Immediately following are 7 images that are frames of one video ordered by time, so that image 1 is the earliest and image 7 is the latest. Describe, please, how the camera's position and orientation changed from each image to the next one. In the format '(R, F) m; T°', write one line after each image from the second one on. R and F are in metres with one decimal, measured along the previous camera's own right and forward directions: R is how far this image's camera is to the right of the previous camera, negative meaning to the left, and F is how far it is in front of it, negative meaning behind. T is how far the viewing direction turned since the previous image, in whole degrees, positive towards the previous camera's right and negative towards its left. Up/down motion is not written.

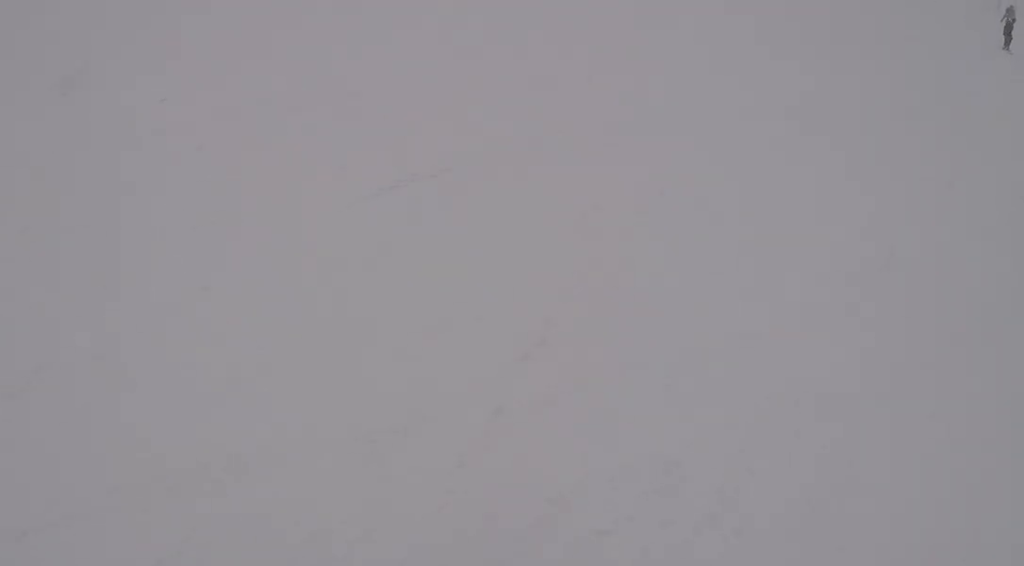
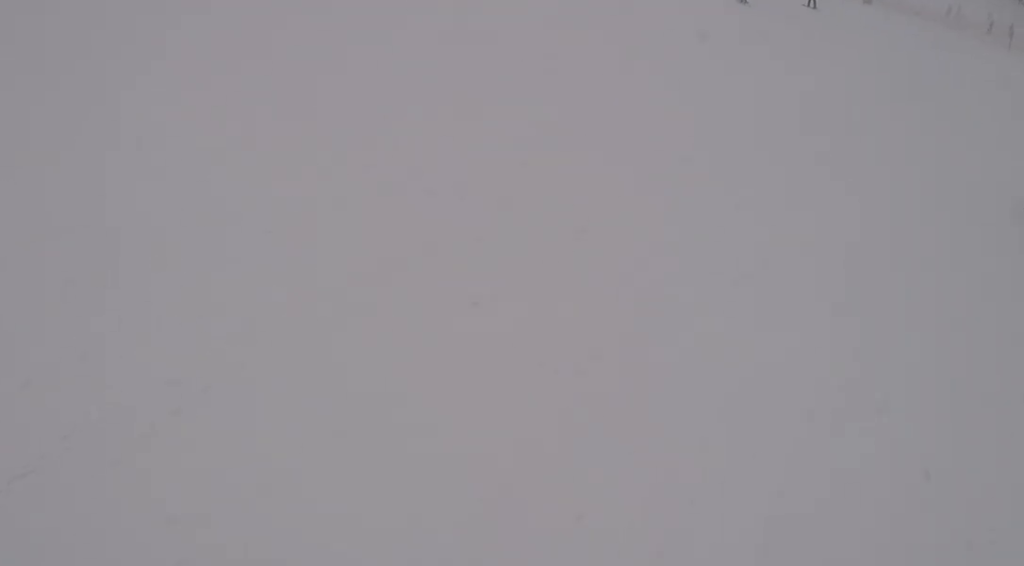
(+0.4, +3.4) m; +4°
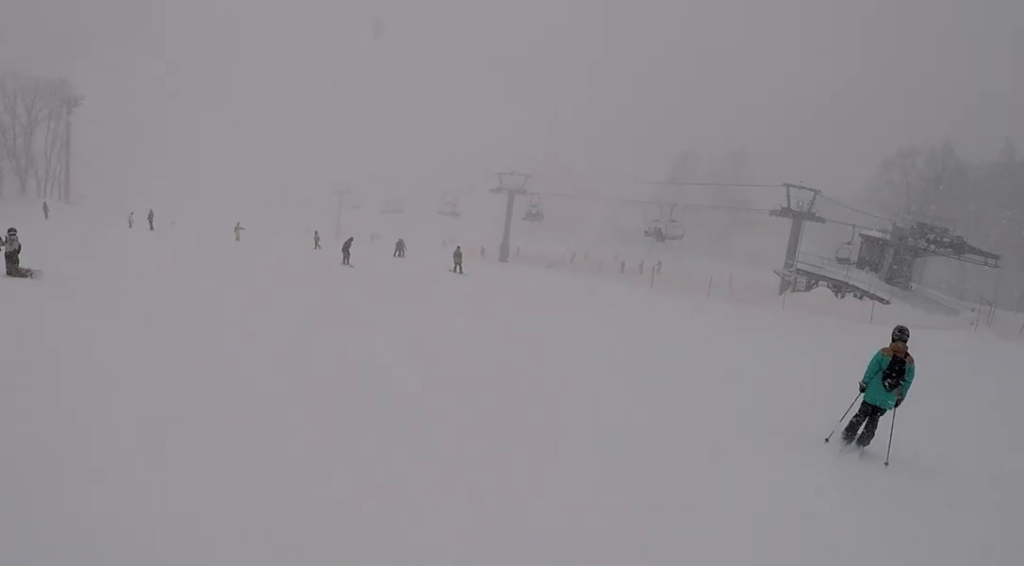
(+0.3, +5.6) m; +10°
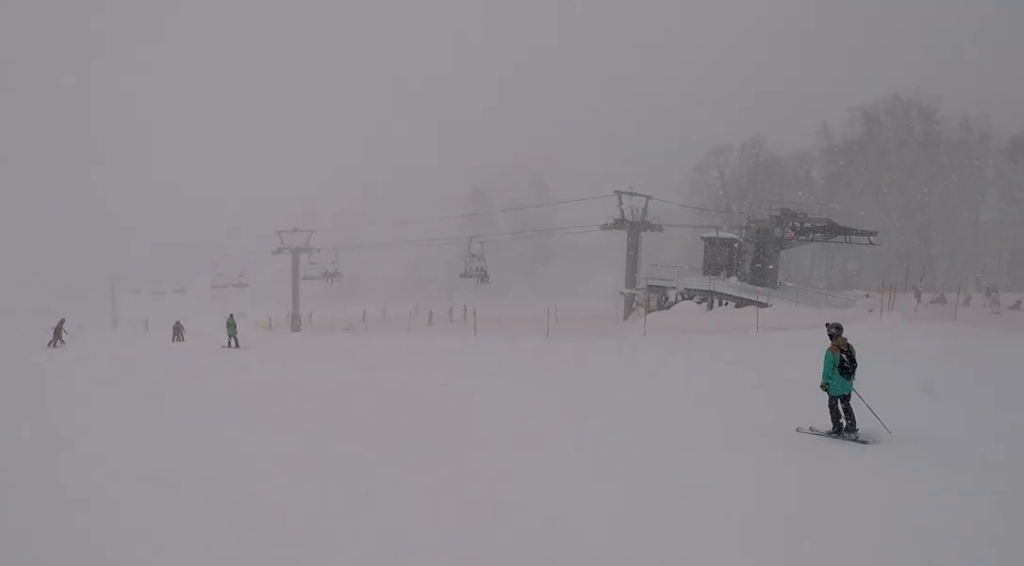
(+1.6, +8.2) m; +12°
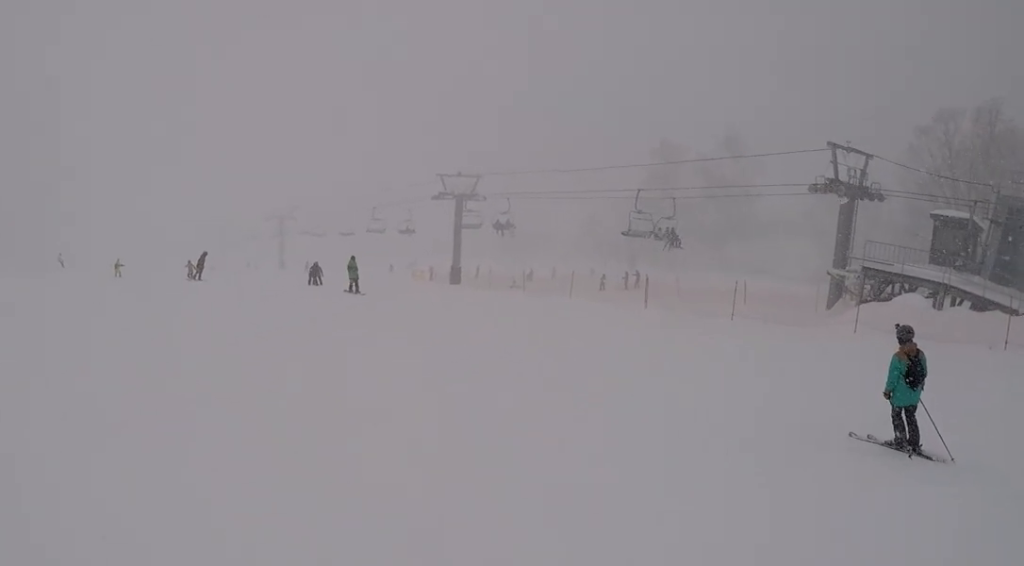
(-0.2, +5.5) m; -8°
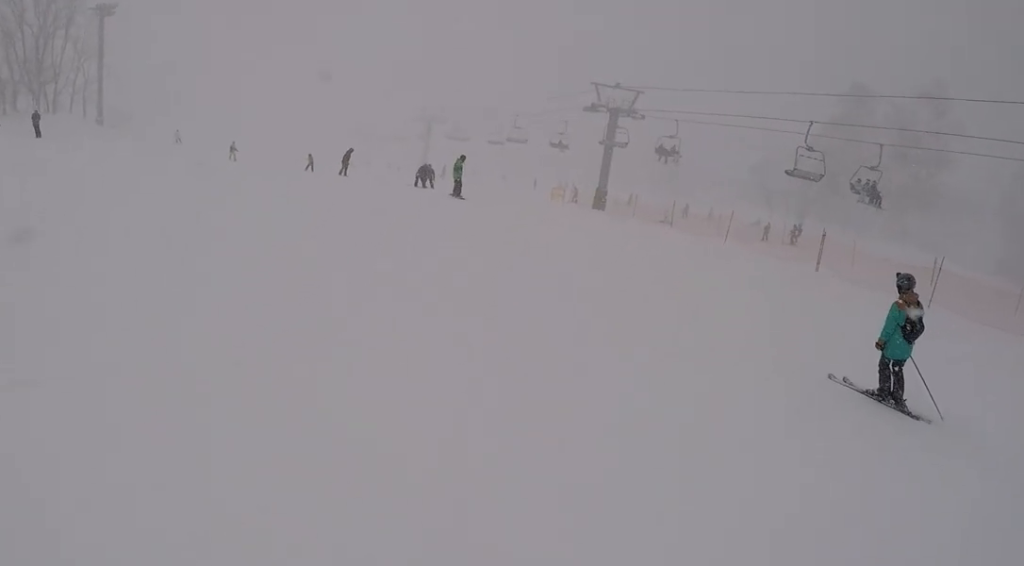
(-1.0, +6.0) m; -10°
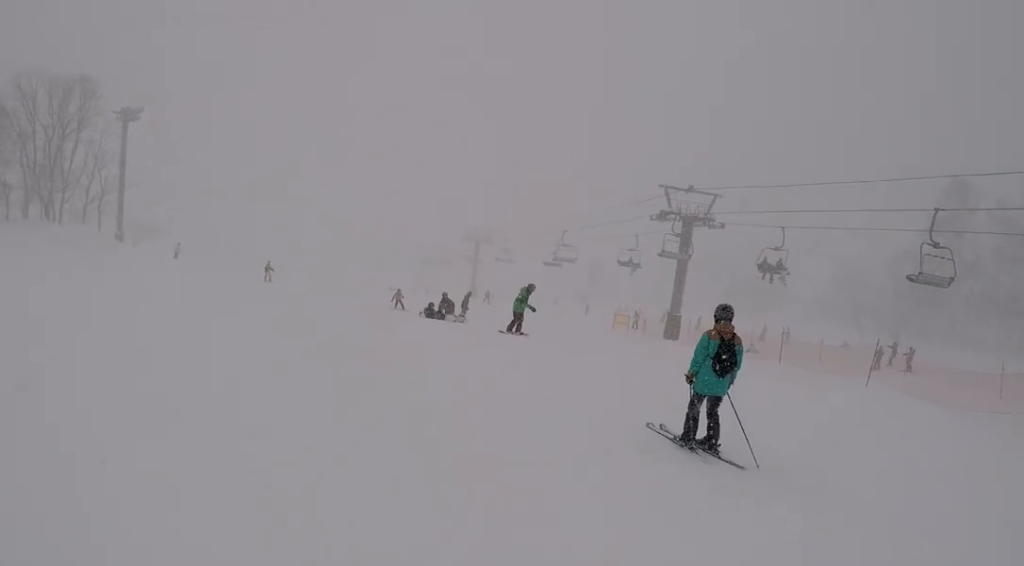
(-0.2, +10.1) m; -1°
